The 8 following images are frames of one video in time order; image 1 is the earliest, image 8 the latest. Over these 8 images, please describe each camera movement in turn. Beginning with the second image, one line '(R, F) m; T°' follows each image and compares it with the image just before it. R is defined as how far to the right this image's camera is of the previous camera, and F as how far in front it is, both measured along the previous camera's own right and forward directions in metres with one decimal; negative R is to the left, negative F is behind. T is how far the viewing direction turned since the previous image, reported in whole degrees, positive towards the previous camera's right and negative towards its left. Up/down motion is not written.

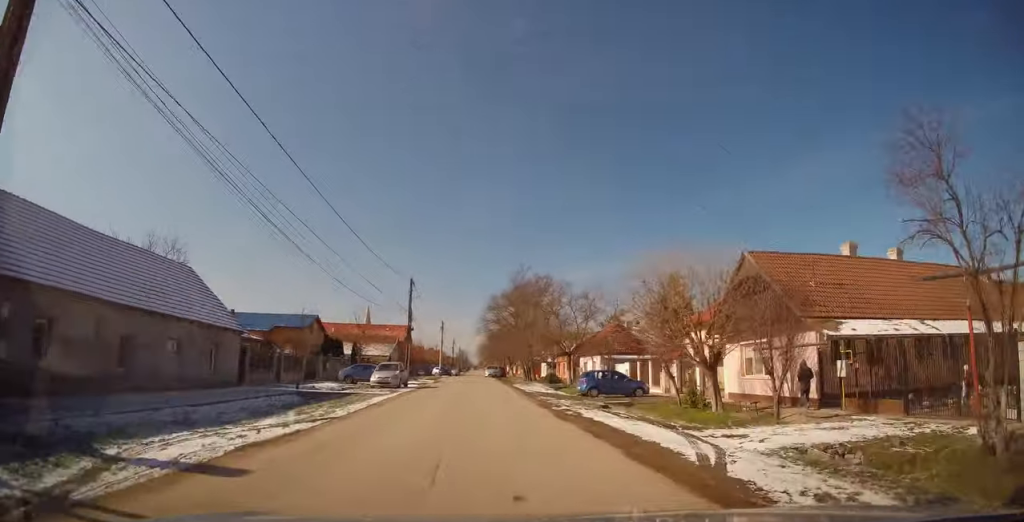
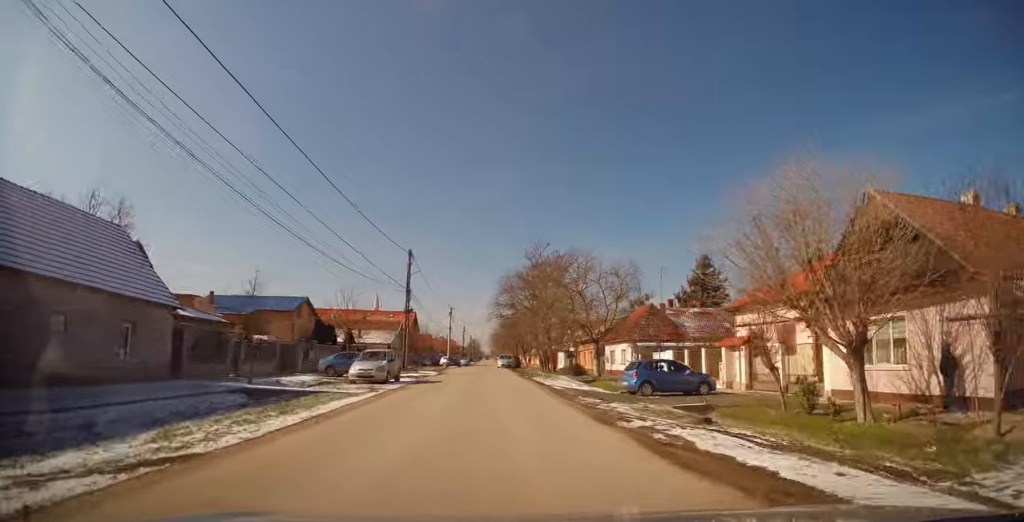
(-0.6, +6.6) m; -5°
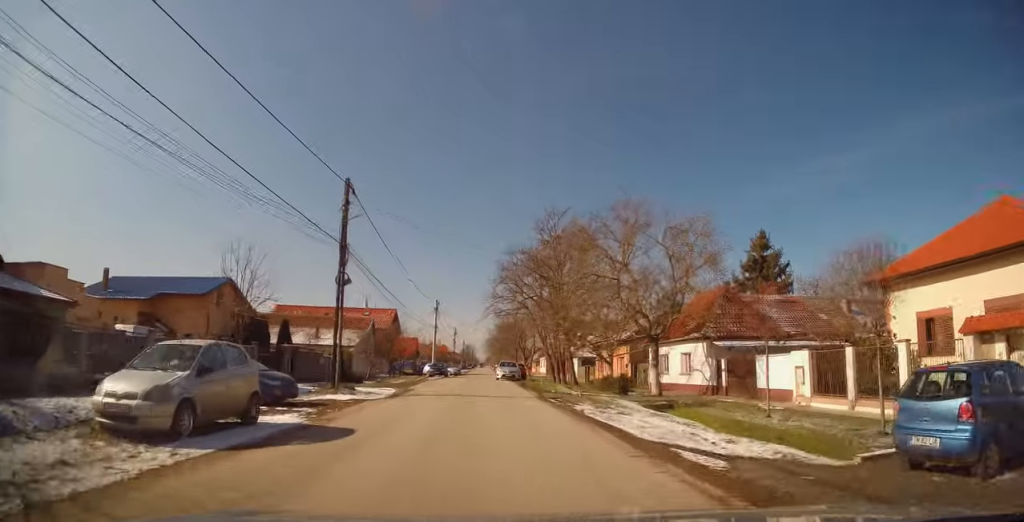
(-0.3, +15.5) m; 0°
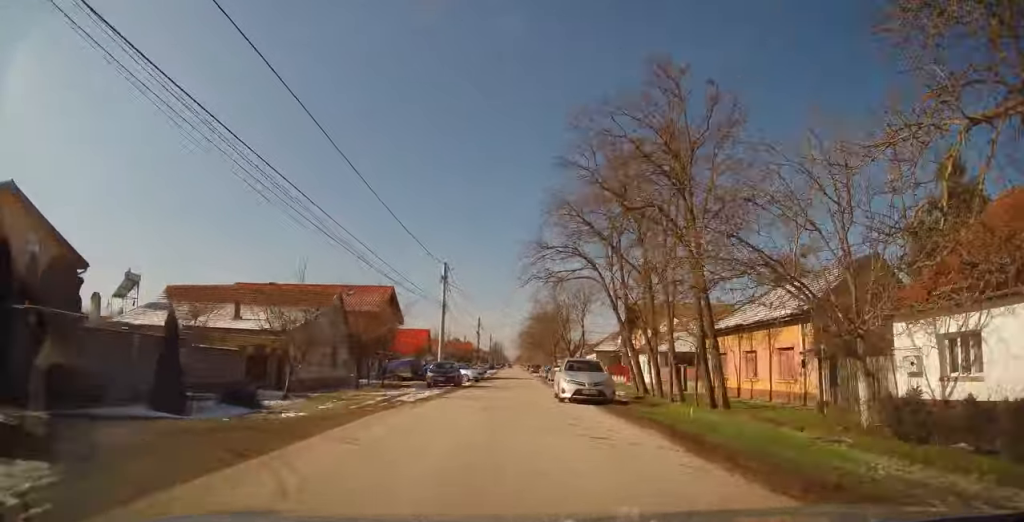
(+0.3, +21.1) m; -1°
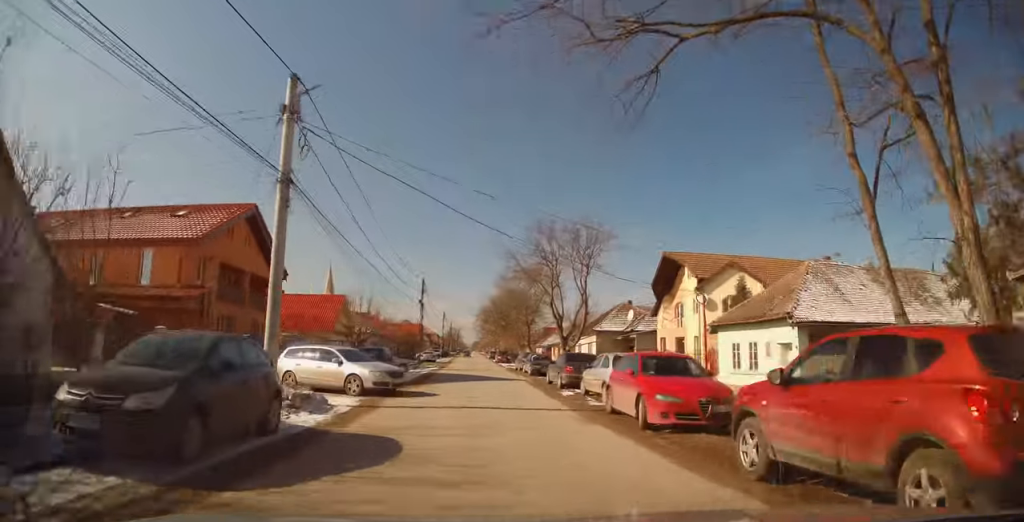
(-0.2, +24.8) m; +2°
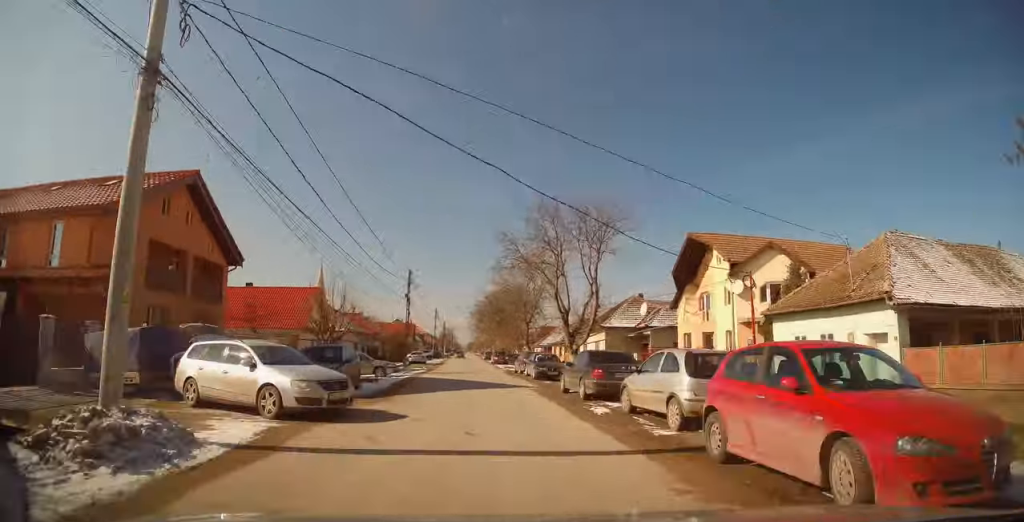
(+0.1, +5.8) m; 0°
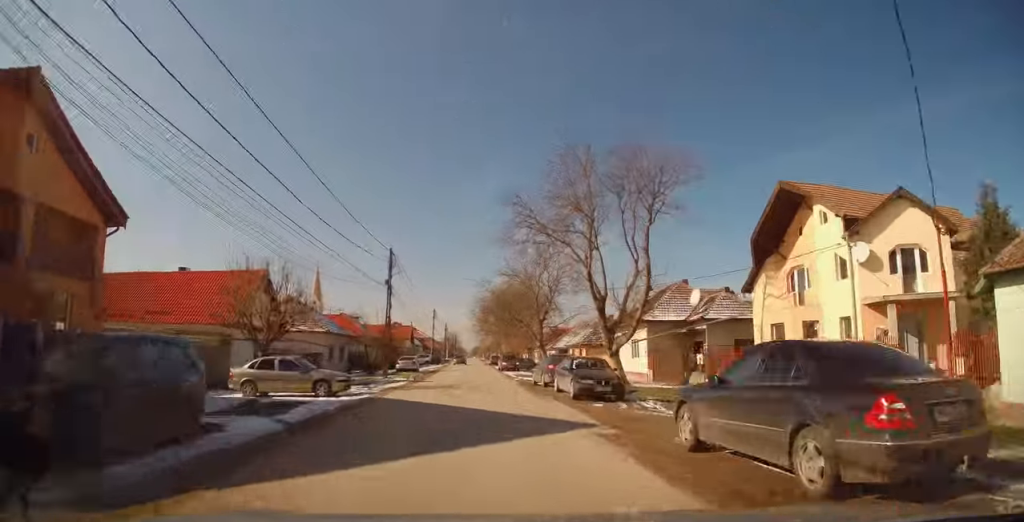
(0.0, +10.8) m; +1°
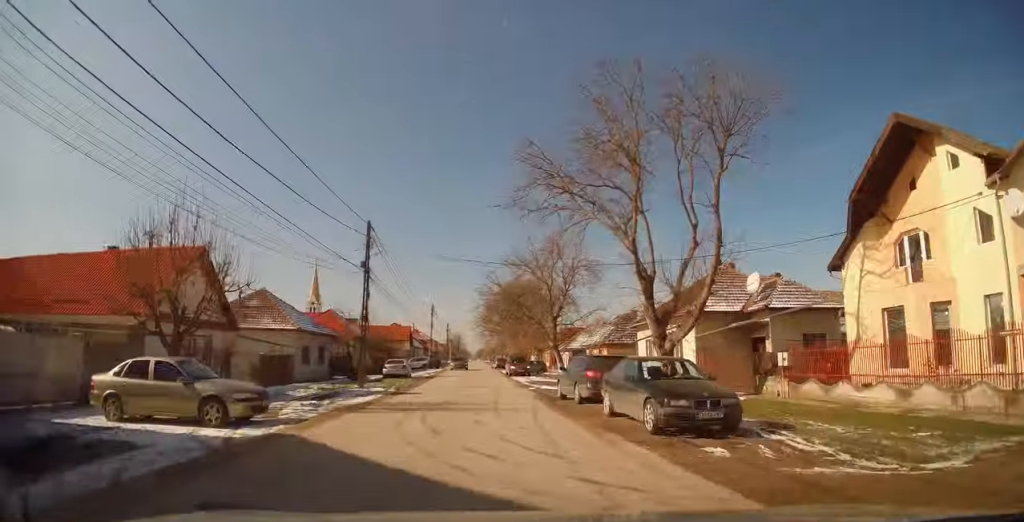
(-0.2, +7.7) m; +1°
